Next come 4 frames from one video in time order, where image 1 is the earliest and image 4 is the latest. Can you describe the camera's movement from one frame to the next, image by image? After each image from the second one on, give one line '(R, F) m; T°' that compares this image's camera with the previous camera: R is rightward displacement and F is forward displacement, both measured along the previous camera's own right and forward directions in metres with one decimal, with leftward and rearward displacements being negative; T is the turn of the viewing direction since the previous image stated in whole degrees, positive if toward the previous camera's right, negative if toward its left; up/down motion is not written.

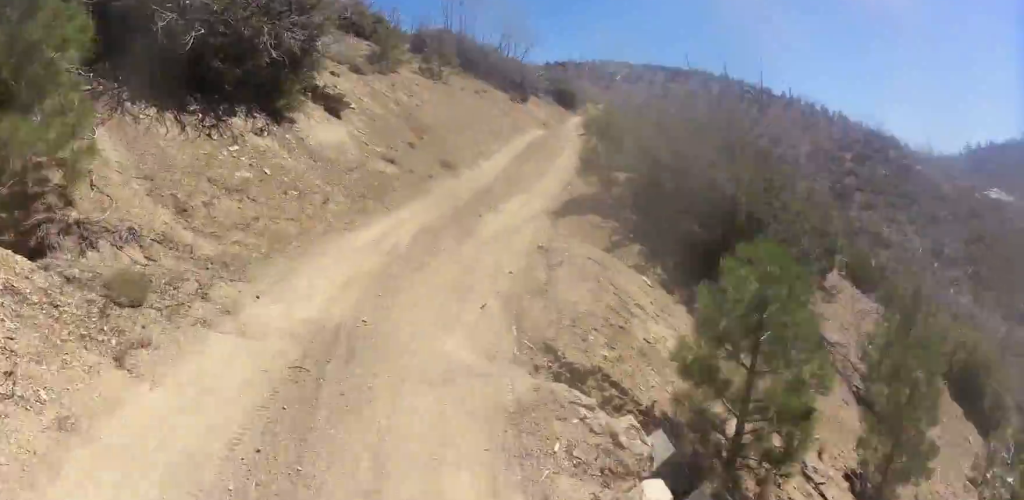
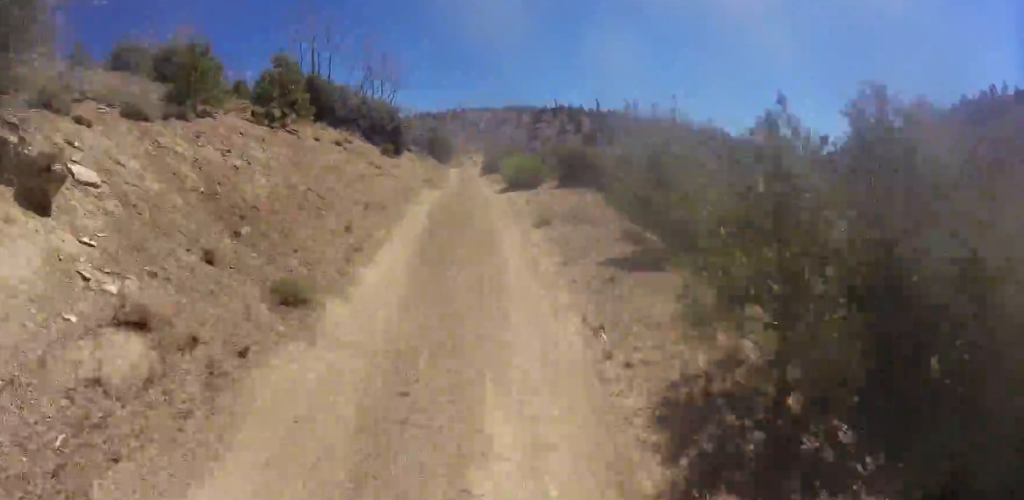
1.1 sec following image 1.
(+0.3, +8.0) m; +10°
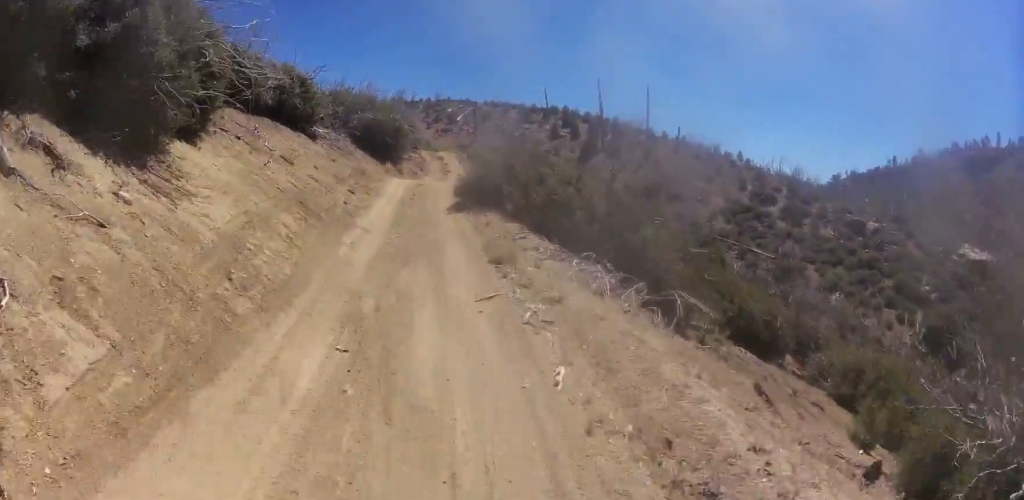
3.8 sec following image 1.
(+3.4, +23.8) m; +11°
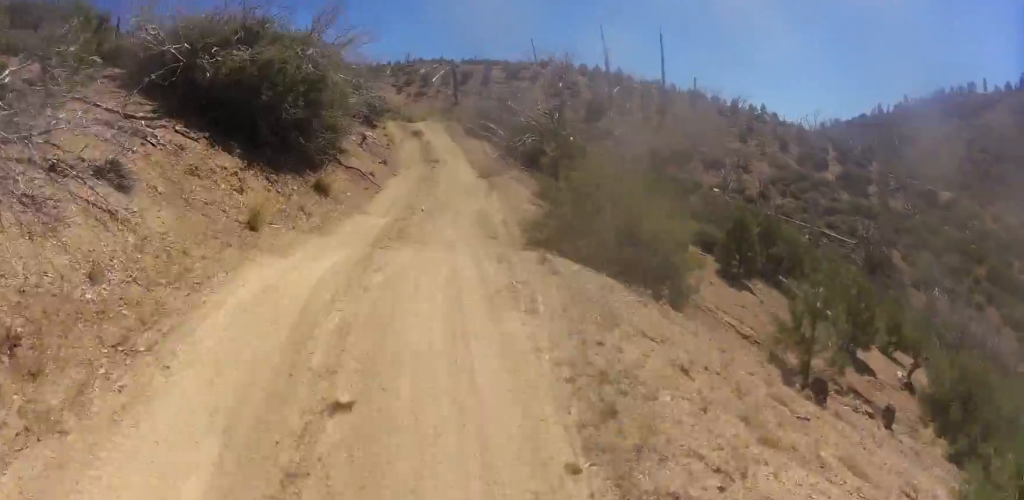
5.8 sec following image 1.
(+0.6, +20.1) m; +1°
